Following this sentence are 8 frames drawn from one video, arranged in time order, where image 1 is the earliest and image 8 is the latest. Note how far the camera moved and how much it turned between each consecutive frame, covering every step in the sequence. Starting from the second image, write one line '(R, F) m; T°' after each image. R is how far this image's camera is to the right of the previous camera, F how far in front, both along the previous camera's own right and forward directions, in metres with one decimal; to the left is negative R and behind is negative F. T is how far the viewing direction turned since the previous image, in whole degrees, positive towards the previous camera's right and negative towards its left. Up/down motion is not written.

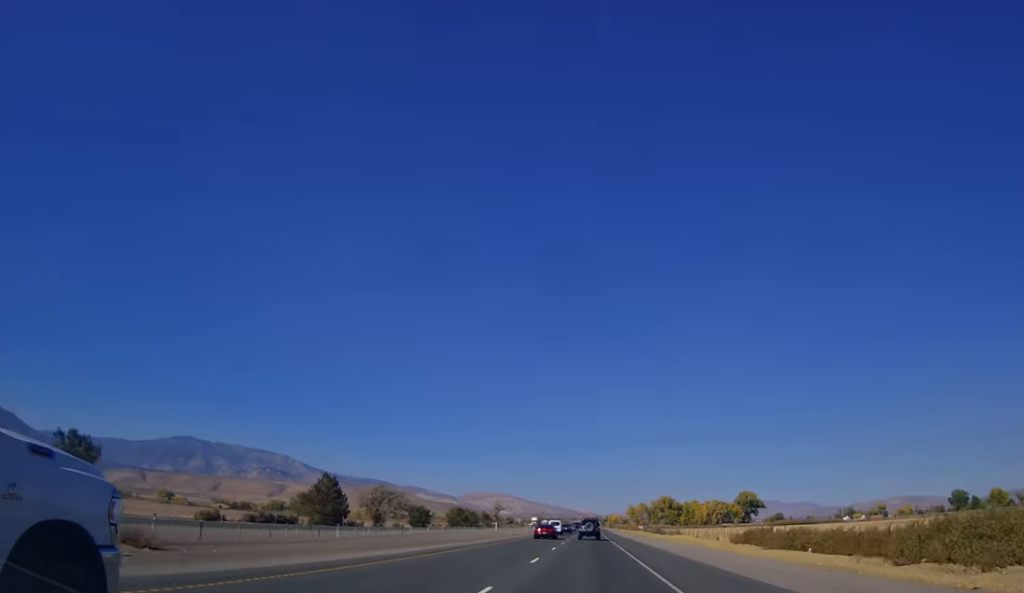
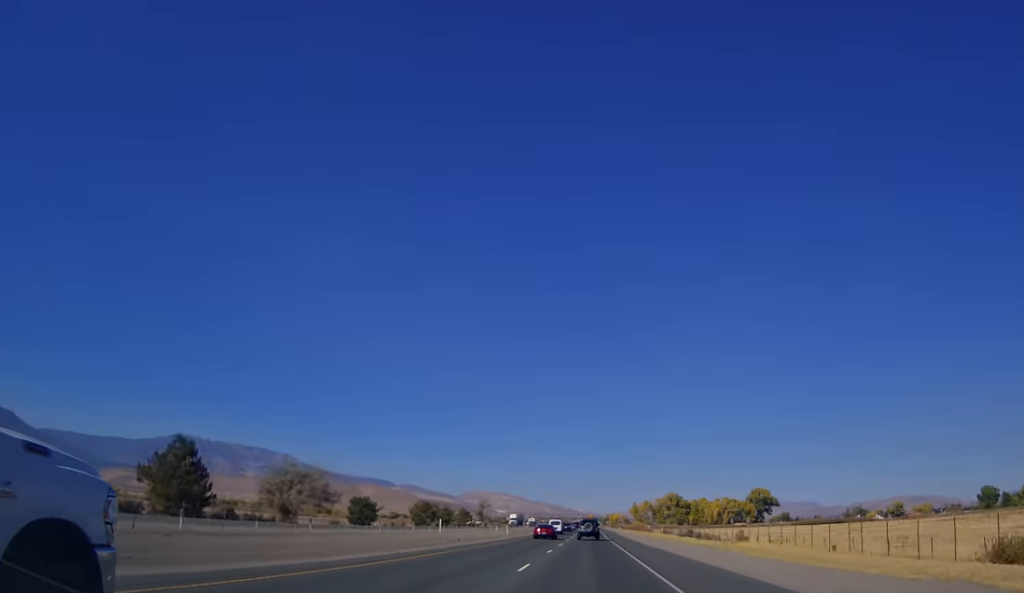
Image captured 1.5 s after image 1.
(0.0, +40.3) m; 0°
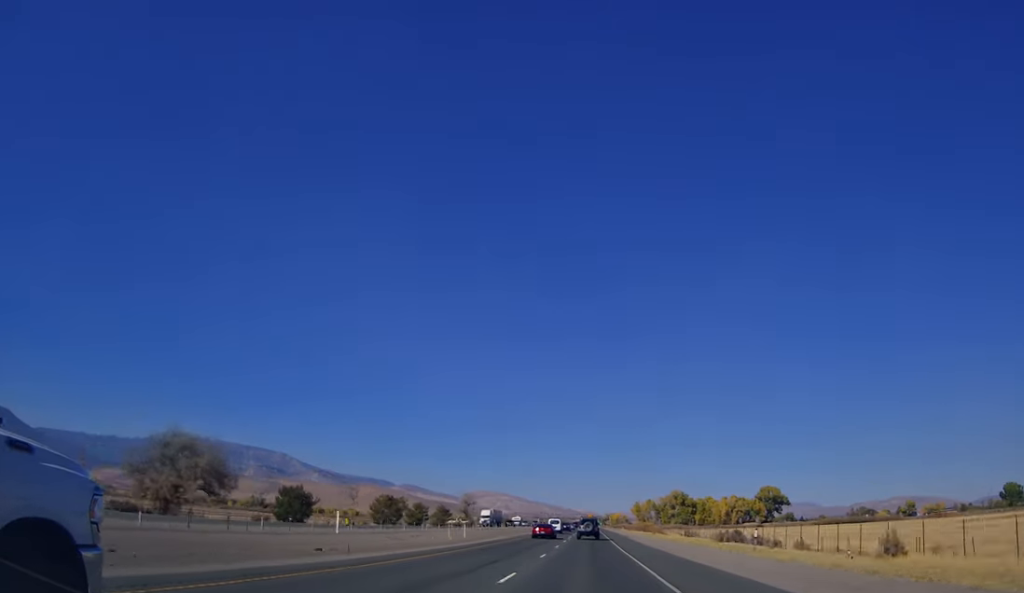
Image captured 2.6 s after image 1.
(0.0, +28.2) m; 0°
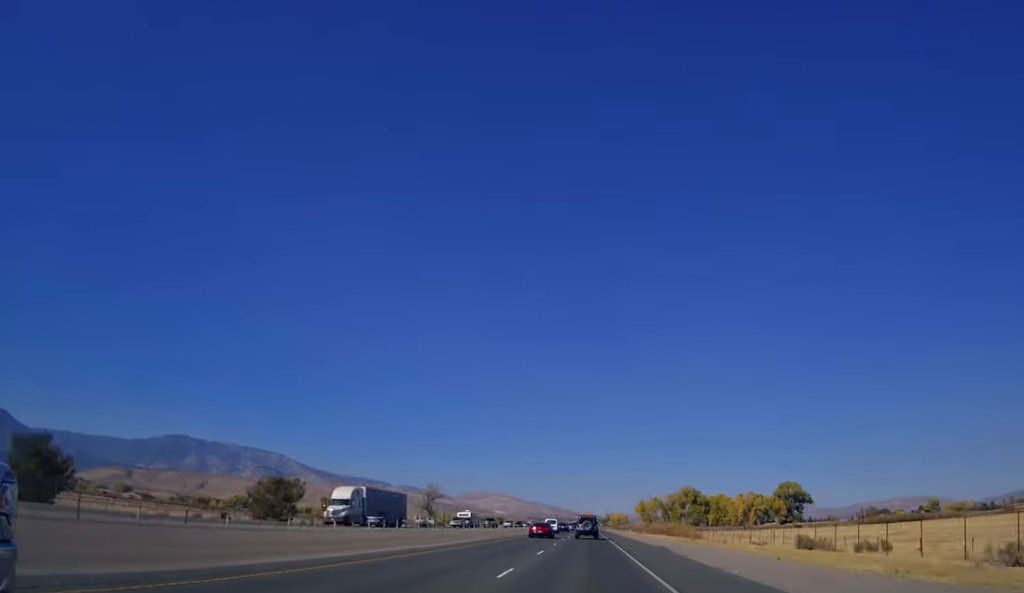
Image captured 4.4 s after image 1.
(0.0, +47.6) m; 0°
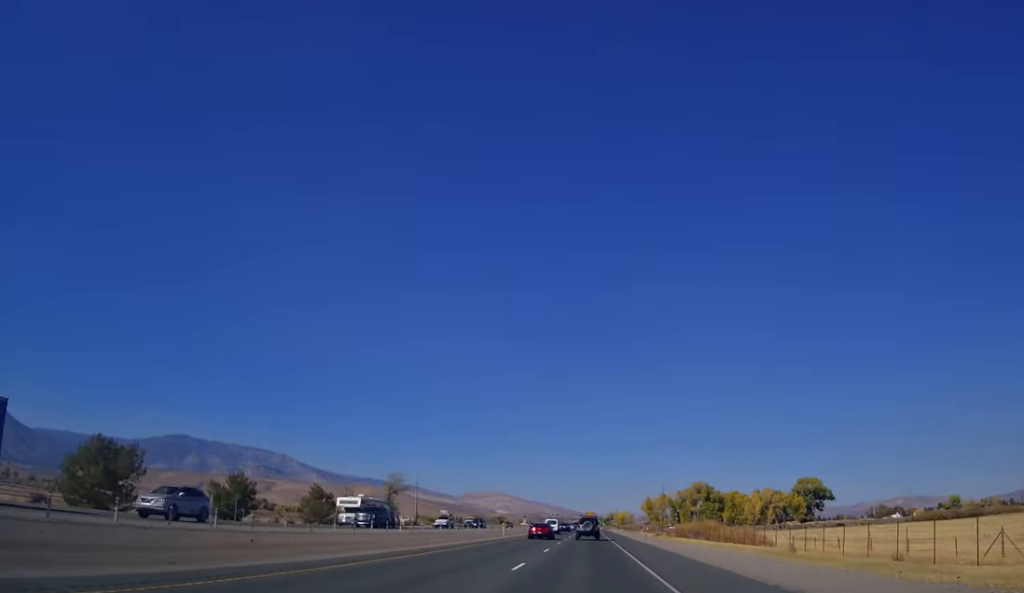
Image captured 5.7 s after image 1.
(0.0, +33.5) m; 0°
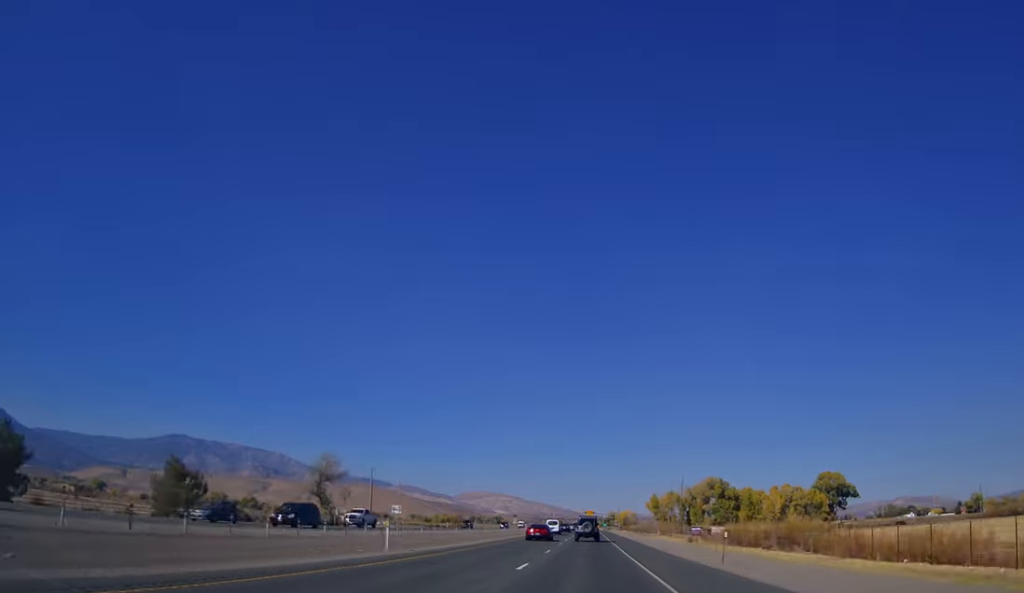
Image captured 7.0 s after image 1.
(-0.3, +35.2) m; 0°
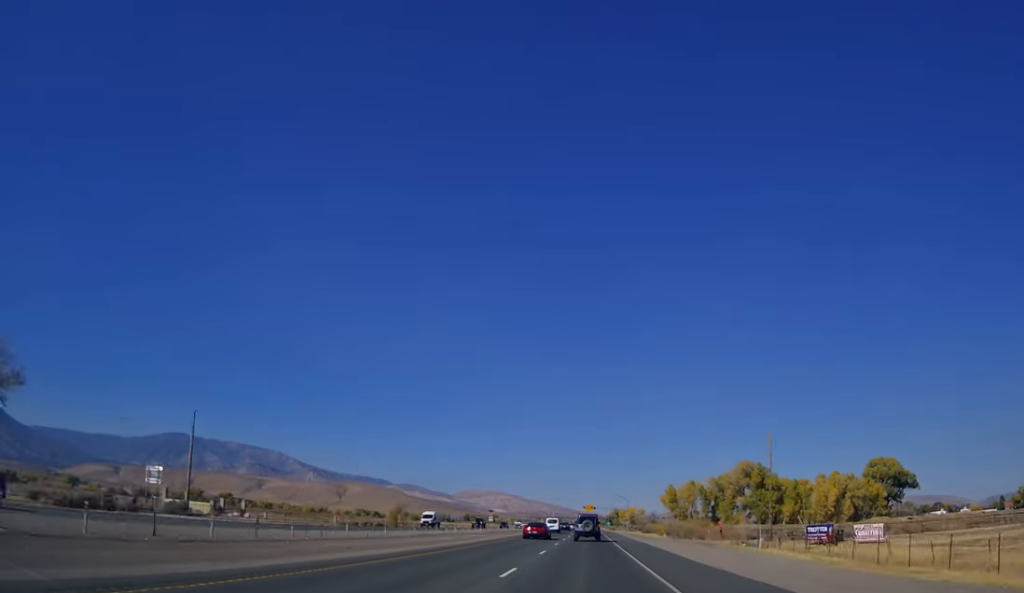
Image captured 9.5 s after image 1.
(+0.5, +64.7) m; 0°
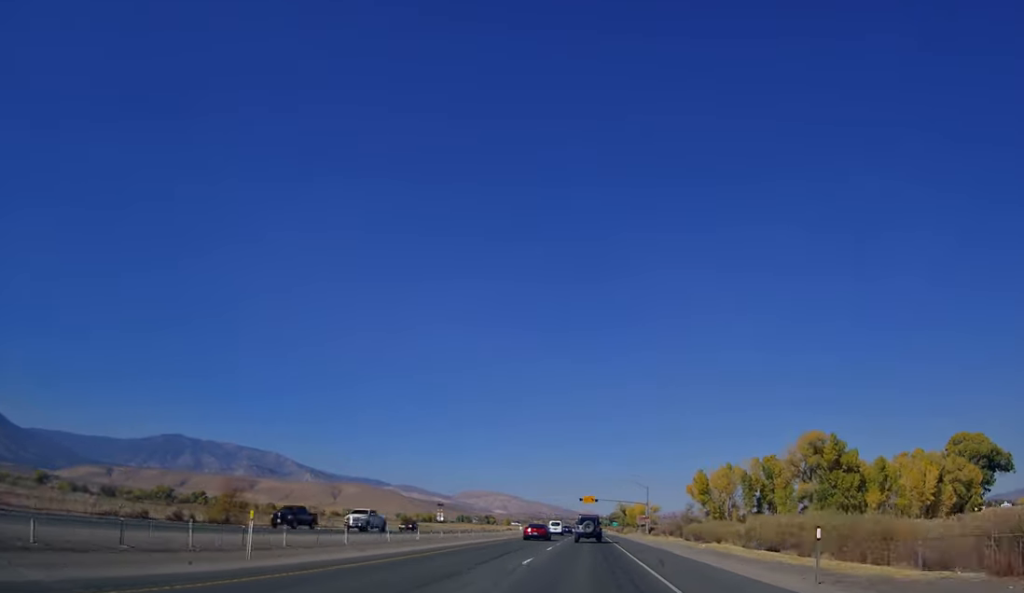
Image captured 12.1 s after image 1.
(0.0, +69.2) m; 0°
